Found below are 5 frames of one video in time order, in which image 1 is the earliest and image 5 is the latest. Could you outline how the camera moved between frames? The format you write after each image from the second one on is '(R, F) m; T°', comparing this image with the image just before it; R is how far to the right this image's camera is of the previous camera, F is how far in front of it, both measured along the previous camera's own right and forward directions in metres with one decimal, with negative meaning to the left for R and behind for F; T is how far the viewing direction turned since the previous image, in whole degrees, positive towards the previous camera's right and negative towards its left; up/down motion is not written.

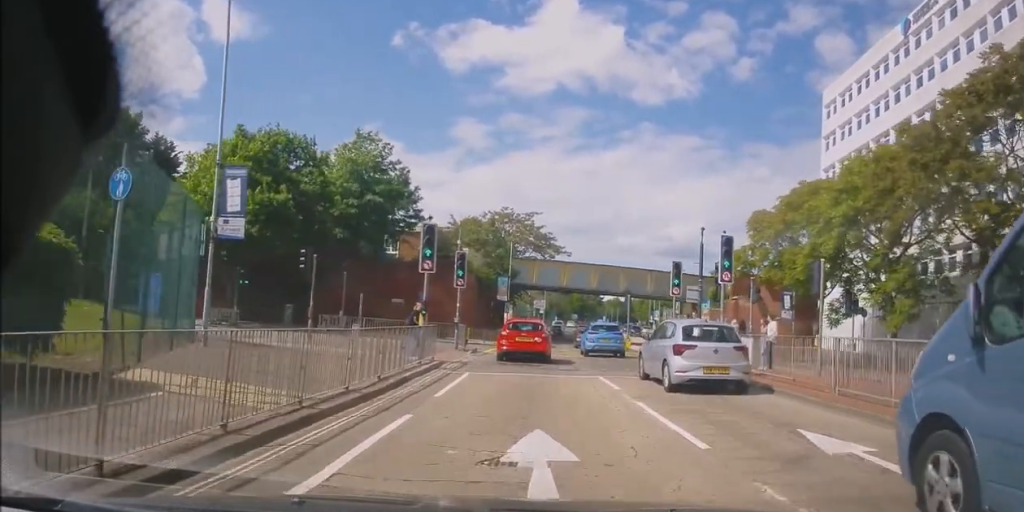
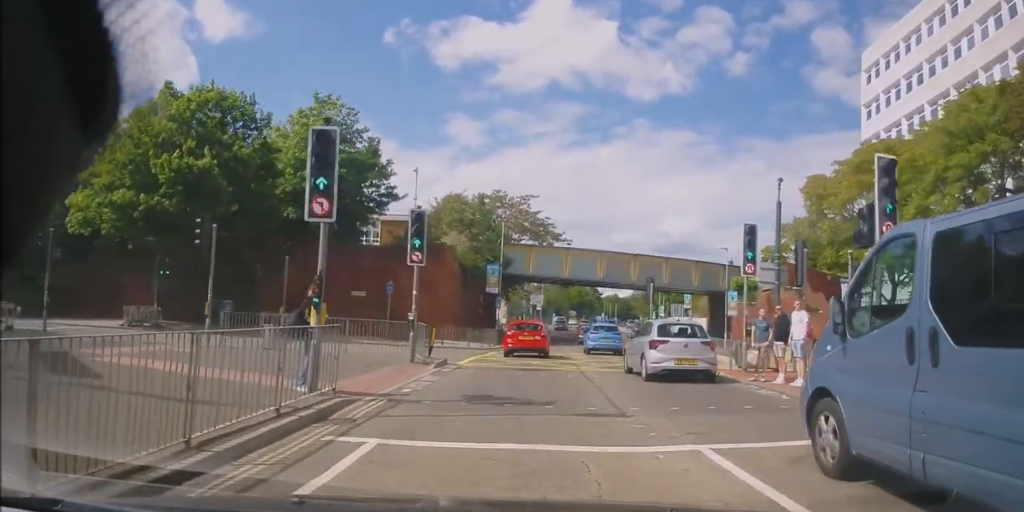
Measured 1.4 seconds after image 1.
(+0.1, +8.9) m; +4°
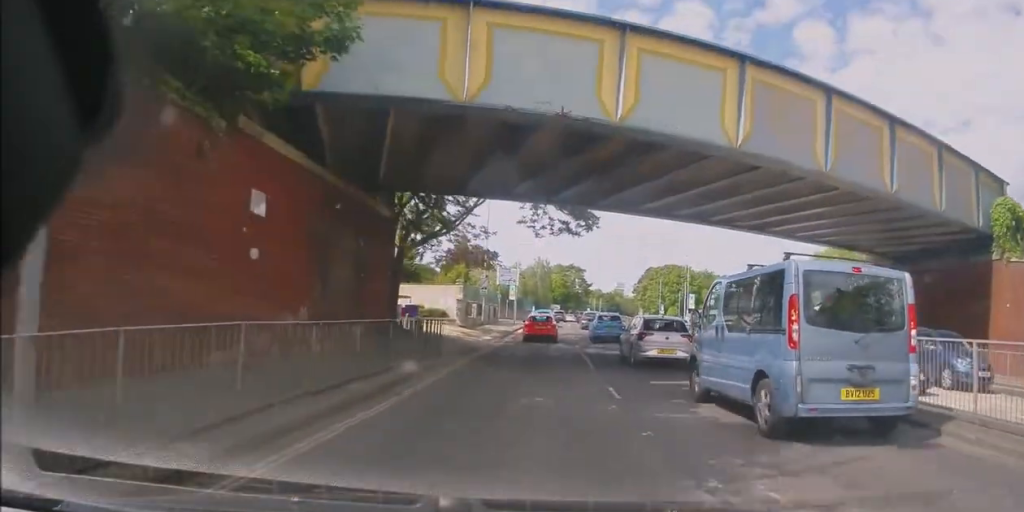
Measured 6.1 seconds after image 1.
(+0.6, +38.4) m; +3°
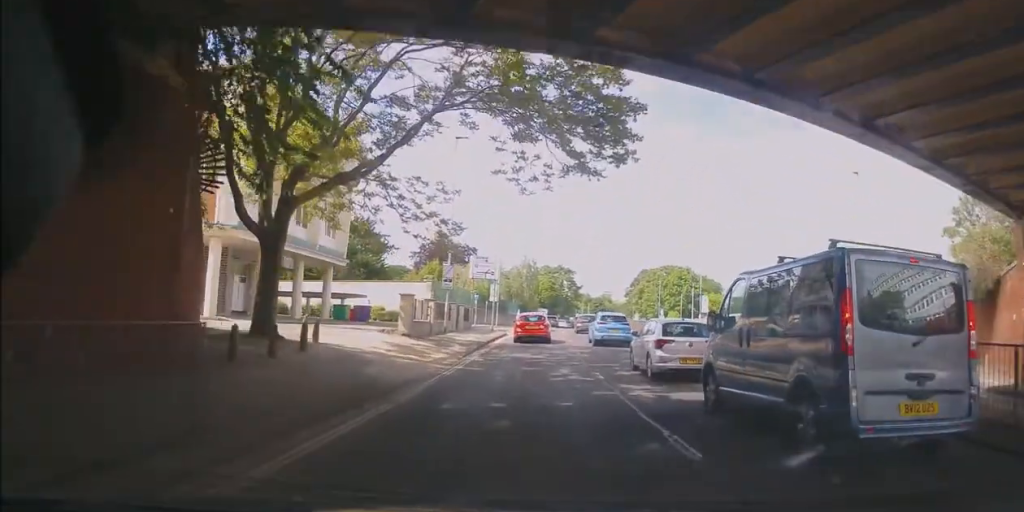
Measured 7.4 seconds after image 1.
(0.0, +13.0) m; 0°
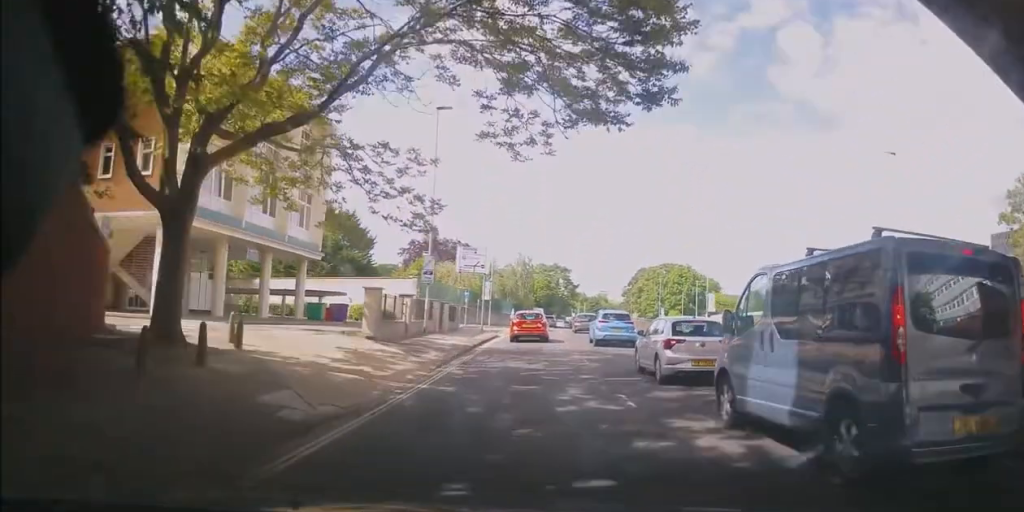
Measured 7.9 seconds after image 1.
(0.0, +4.7) m; 0°
